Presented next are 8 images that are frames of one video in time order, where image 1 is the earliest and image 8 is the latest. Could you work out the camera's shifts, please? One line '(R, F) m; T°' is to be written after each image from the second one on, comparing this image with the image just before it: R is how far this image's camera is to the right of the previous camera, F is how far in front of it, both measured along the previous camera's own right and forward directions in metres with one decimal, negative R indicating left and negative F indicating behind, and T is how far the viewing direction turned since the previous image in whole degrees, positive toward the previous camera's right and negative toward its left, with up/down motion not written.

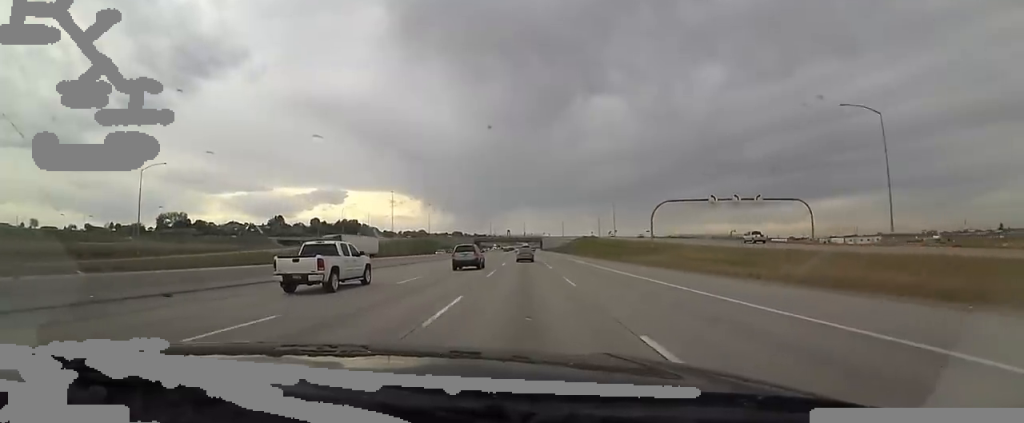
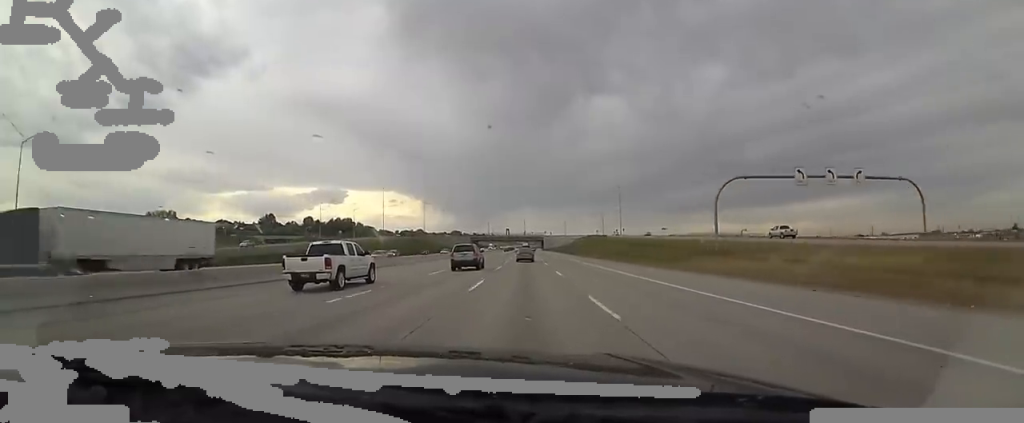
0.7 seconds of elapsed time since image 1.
(0.0, +23.7) m; 0°
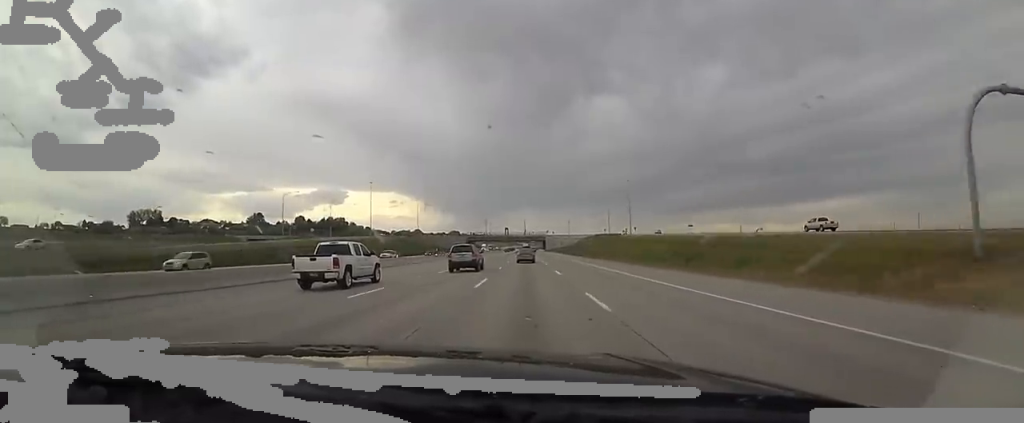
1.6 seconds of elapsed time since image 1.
(0.0, +29.0) m; 0°
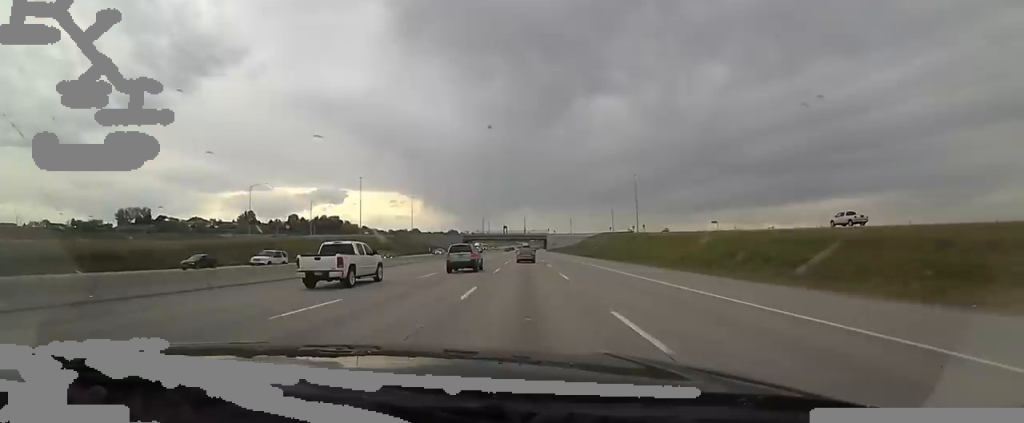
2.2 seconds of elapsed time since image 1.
(0.0, +19.4) m; 0°
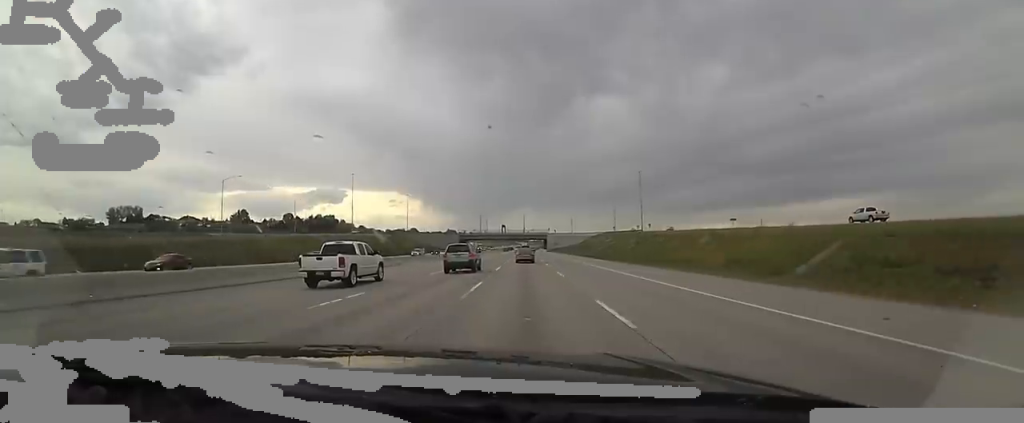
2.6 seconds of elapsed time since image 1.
(0.0, +12.8) m; 0°
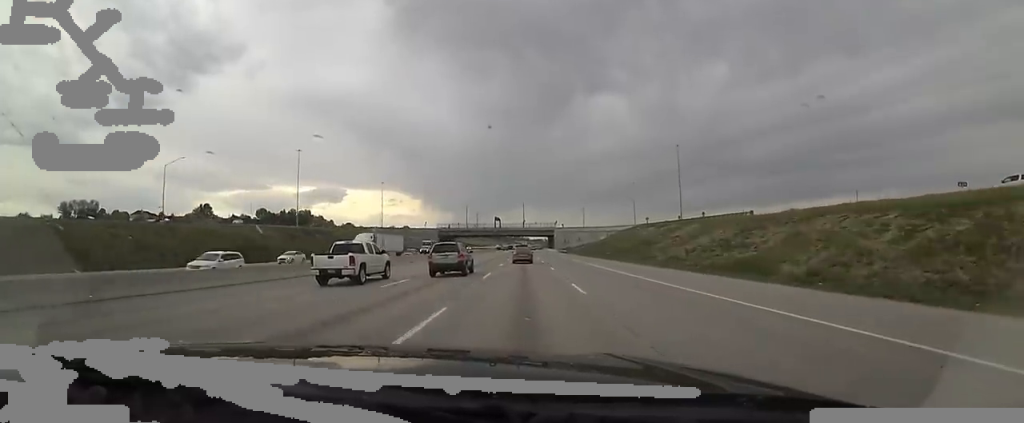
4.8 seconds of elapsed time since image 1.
(0.0, +67.9) m; 0°
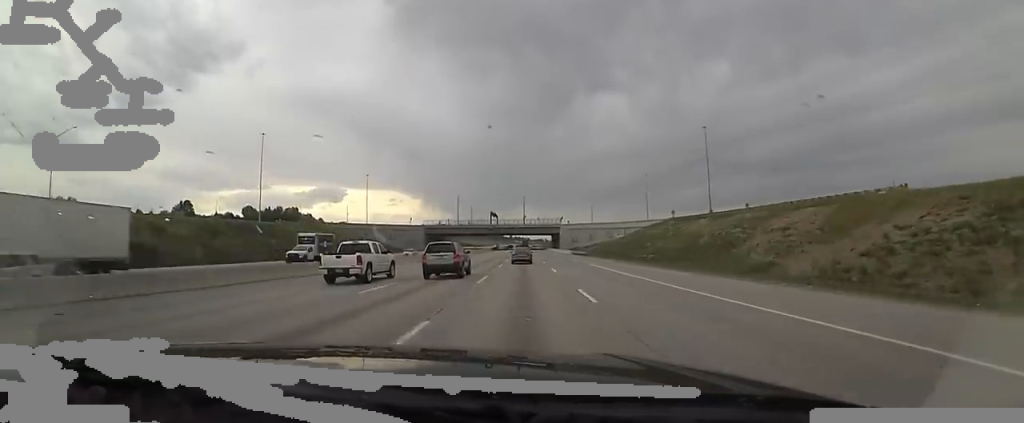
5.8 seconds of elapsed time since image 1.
(0.0, +31.5) m; 0°
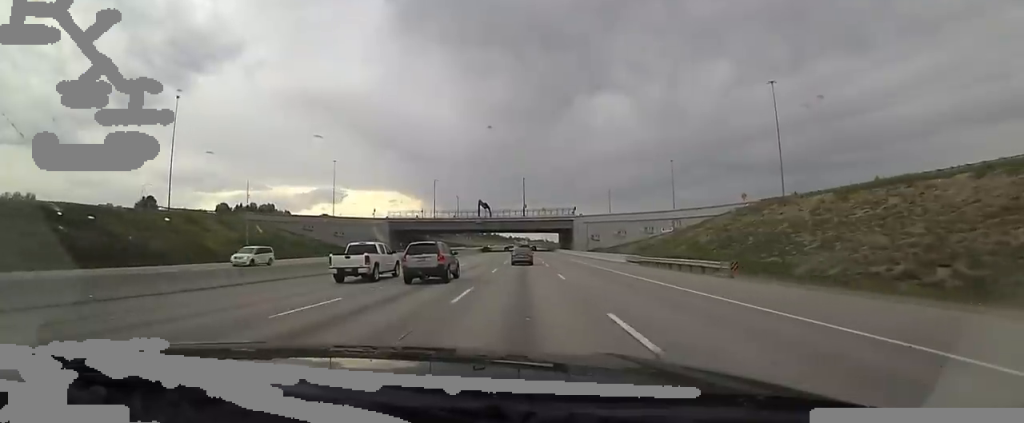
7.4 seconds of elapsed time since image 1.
(0.0, +51.1) m; 0°
